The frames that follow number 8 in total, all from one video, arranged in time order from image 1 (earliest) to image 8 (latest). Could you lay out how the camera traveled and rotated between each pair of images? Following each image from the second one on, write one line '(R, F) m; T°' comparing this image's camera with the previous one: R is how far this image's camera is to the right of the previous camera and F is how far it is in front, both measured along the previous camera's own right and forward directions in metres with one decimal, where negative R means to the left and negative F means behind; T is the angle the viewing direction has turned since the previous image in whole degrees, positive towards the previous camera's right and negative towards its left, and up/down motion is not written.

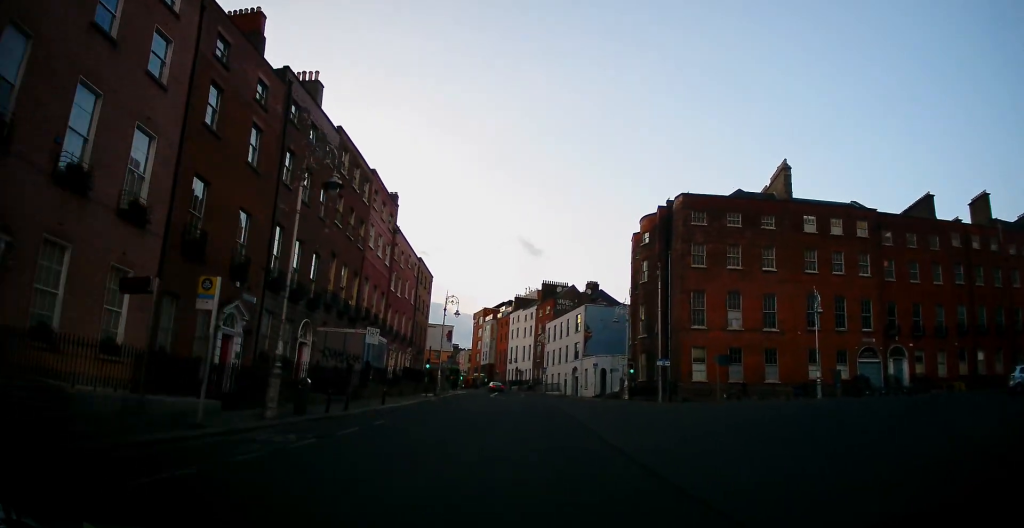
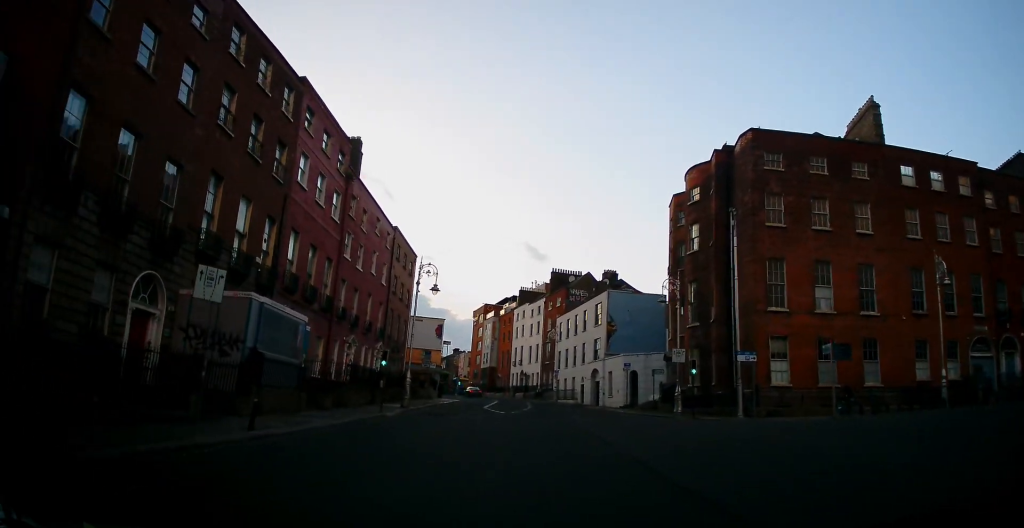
(+0.2, +16.7) m; -1°
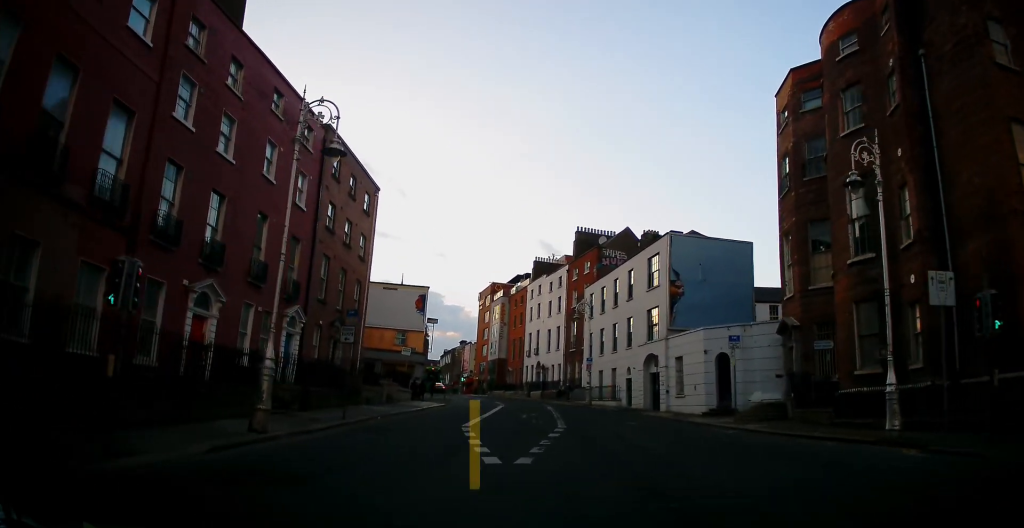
(-0.6, +22.4) m; -3°
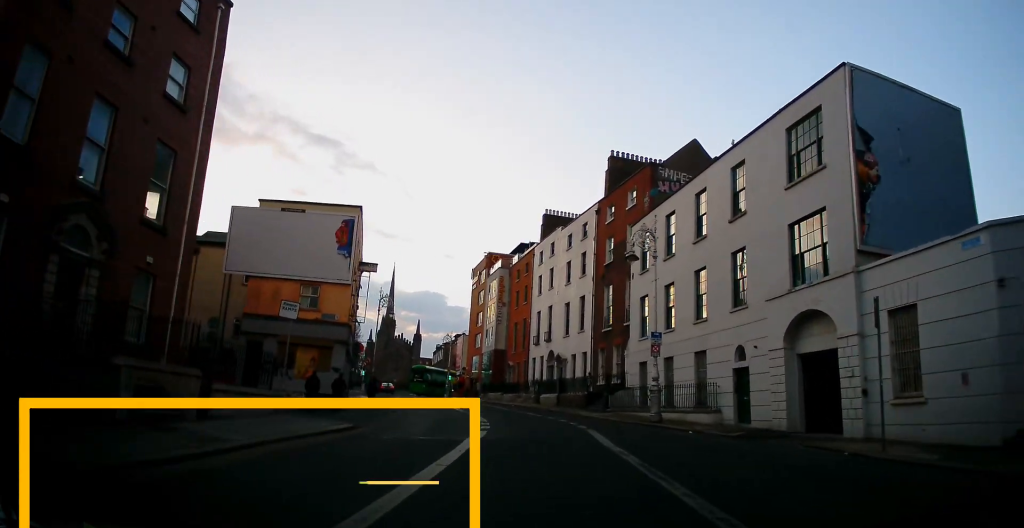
(-0.1, +23.3) m; 0°
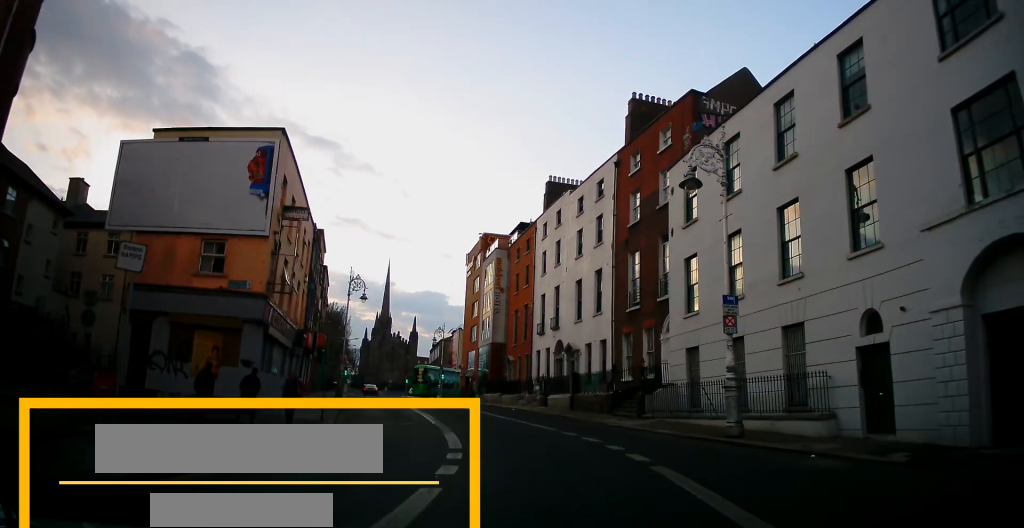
(0.0, +9.5) m; -1°
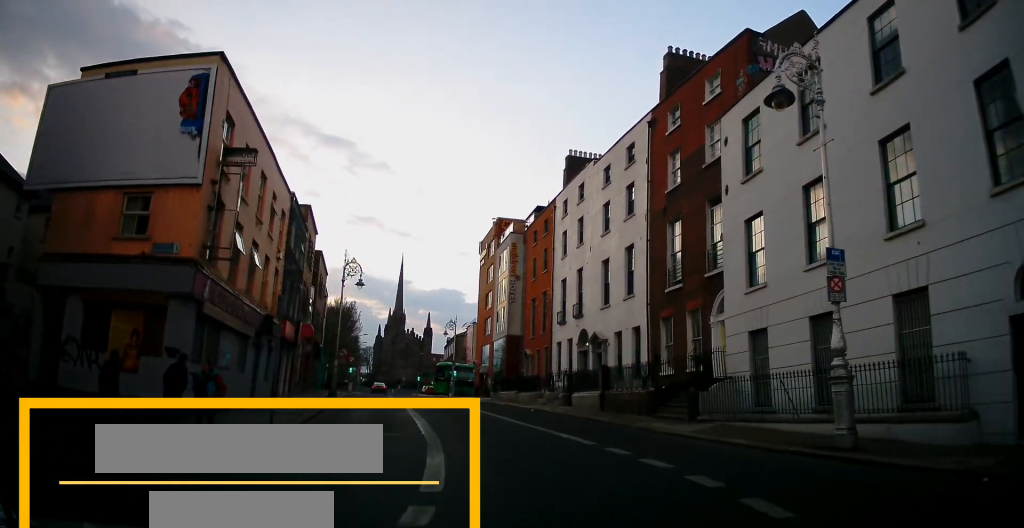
(0.0, +5.3) m; -1°
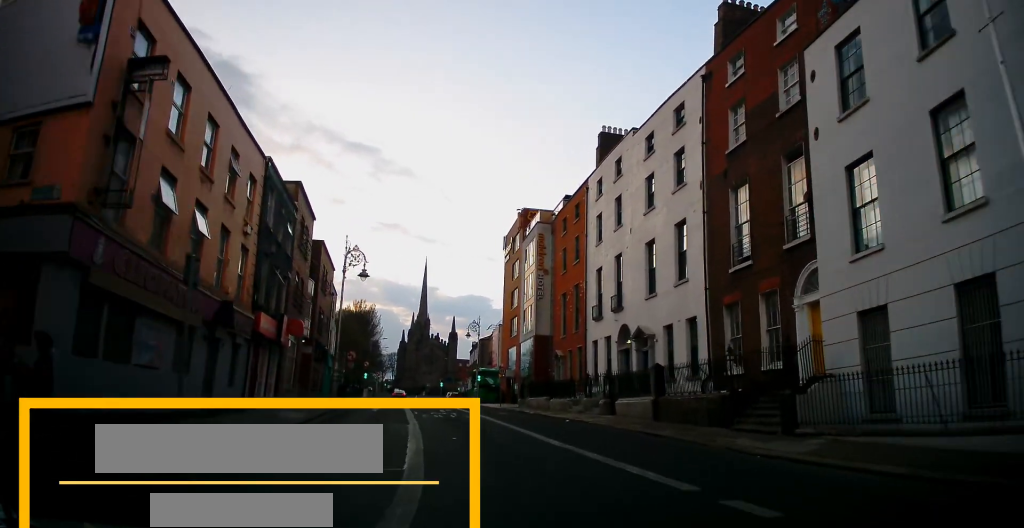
(-0.1, +4.9) m; -2°
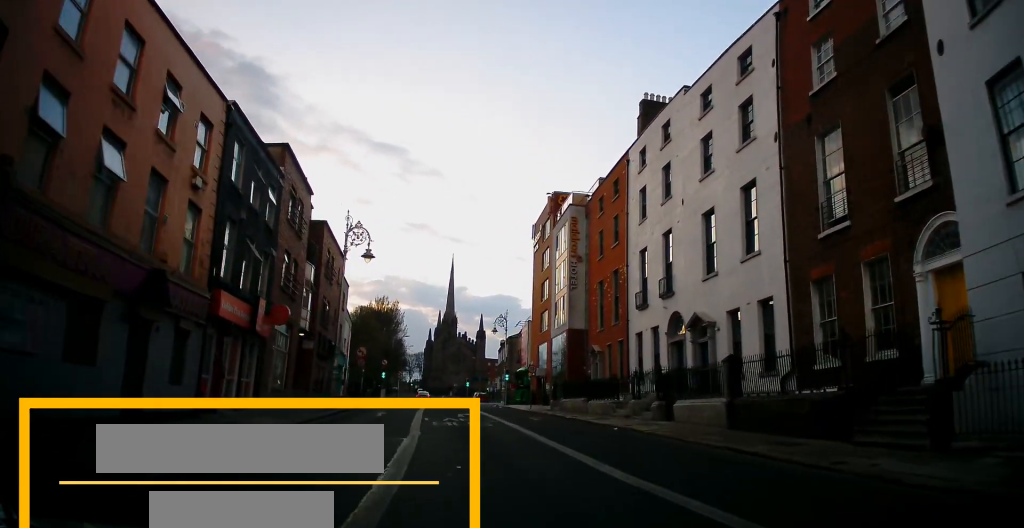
(0.0, +4.9) m; -2°
